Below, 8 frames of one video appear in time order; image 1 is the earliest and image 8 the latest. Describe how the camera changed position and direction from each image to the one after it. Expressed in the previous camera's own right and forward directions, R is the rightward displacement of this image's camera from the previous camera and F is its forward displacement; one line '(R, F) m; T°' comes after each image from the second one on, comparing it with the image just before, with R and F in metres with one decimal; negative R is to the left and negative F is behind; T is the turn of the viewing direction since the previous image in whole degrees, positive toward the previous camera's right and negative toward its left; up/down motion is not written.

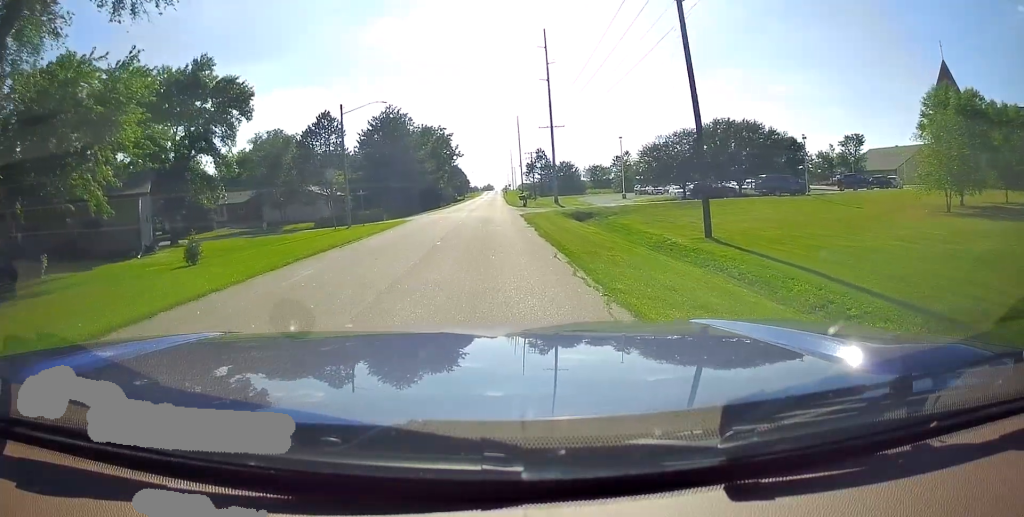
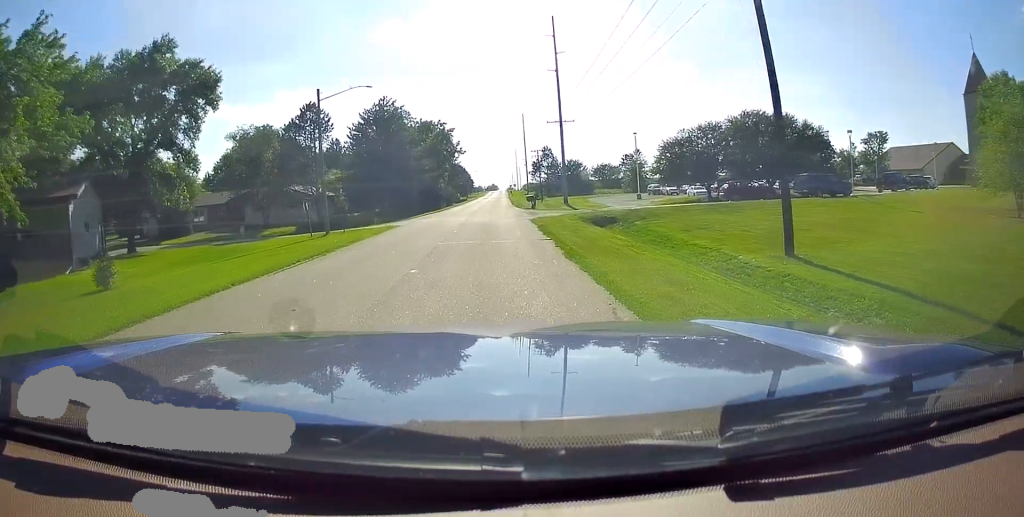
(-0.1, +6.1) m; -2°
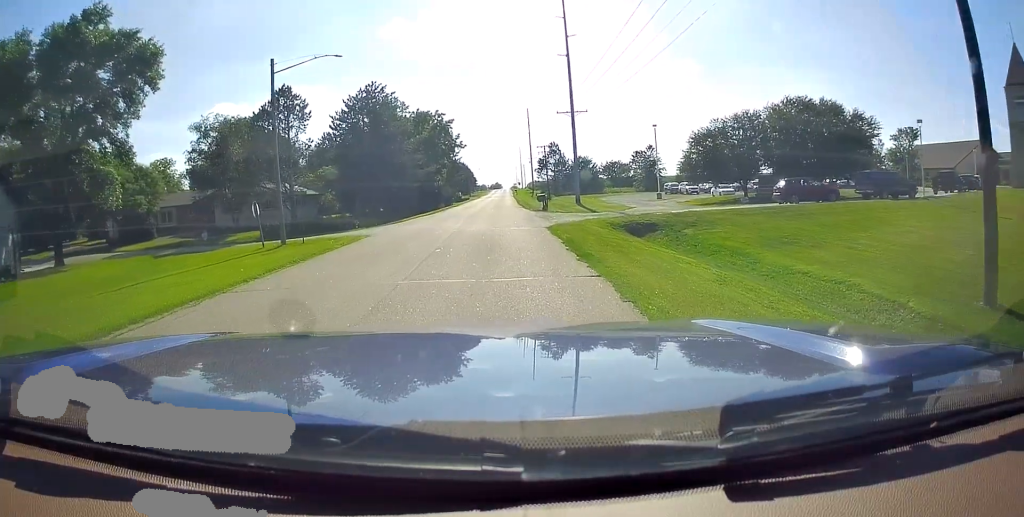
(-0.7, +7.6) m; -2°
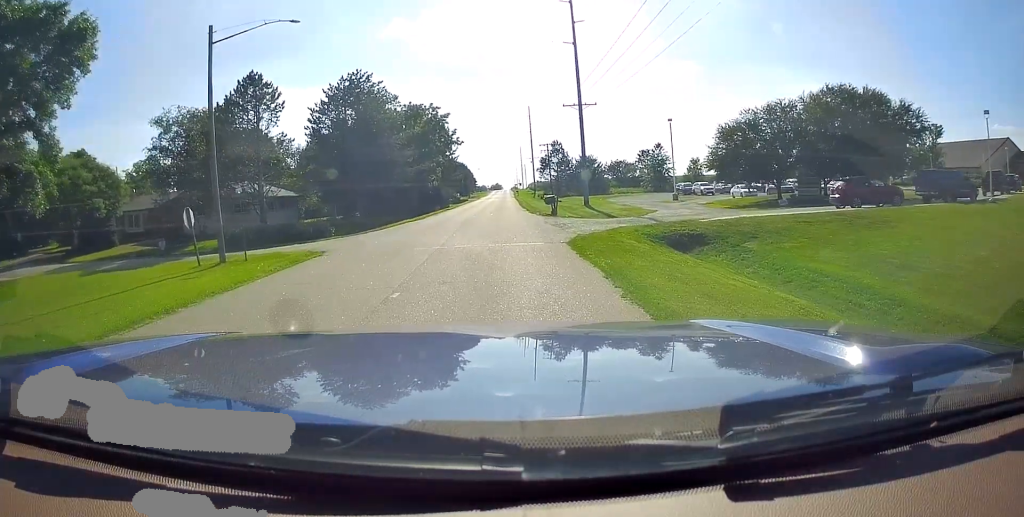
(+0.3, +6.4) m; 0°
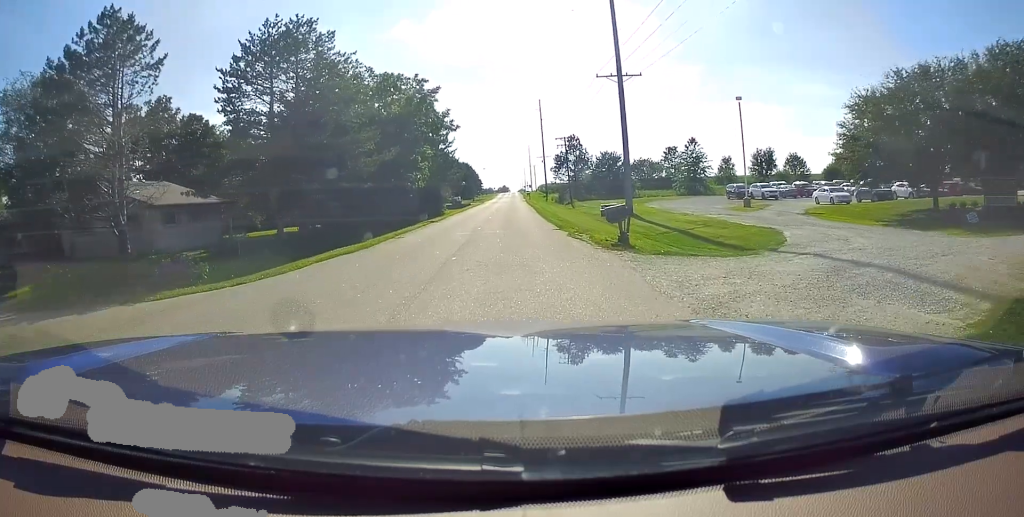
(-0.2, +17.8) m; 0°
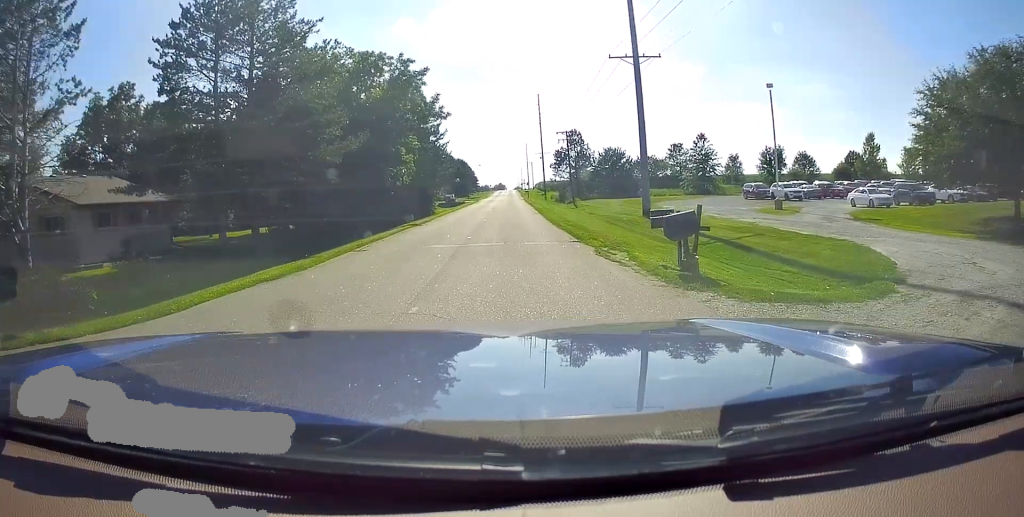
(+0.3, +6.3) m; 0°
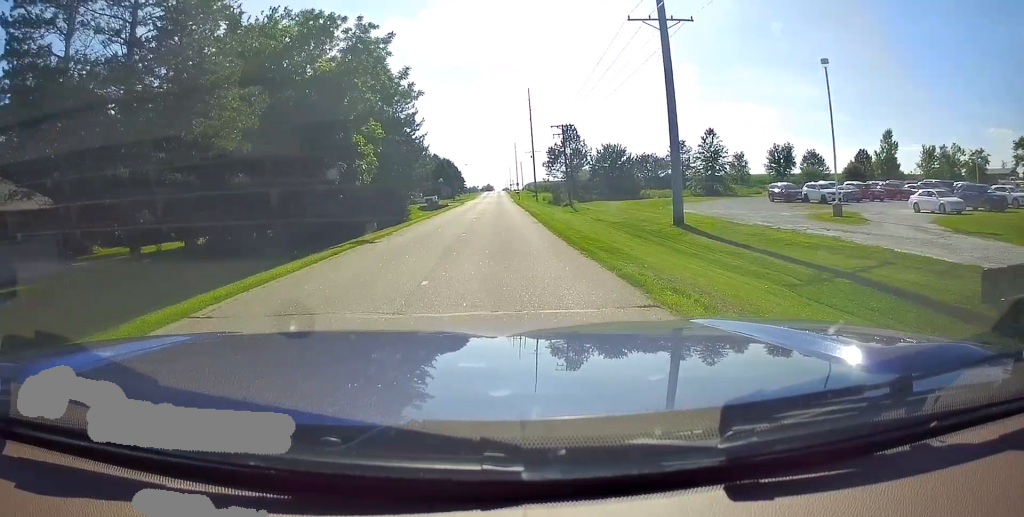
(-0.1, +9.1) m; 0°
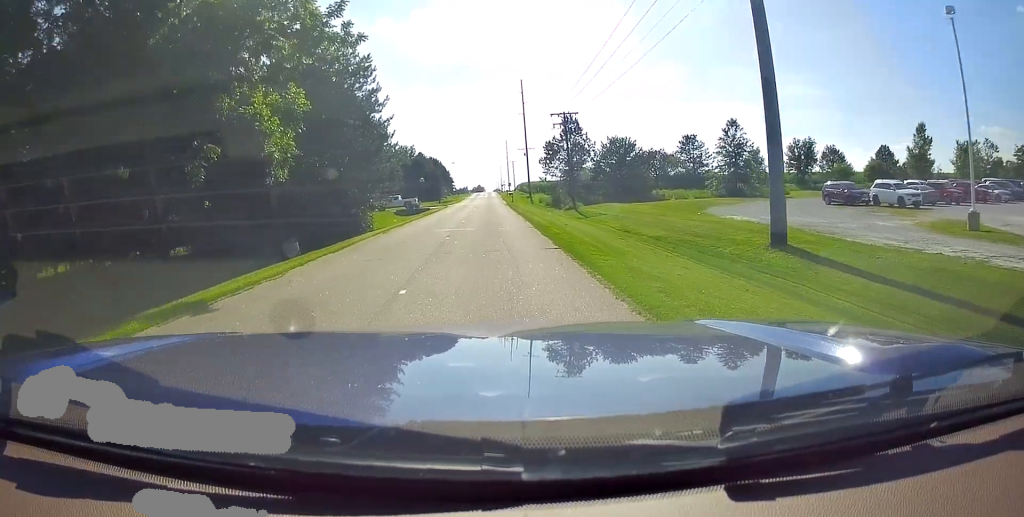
(0.0, +11.6) m; +1°
